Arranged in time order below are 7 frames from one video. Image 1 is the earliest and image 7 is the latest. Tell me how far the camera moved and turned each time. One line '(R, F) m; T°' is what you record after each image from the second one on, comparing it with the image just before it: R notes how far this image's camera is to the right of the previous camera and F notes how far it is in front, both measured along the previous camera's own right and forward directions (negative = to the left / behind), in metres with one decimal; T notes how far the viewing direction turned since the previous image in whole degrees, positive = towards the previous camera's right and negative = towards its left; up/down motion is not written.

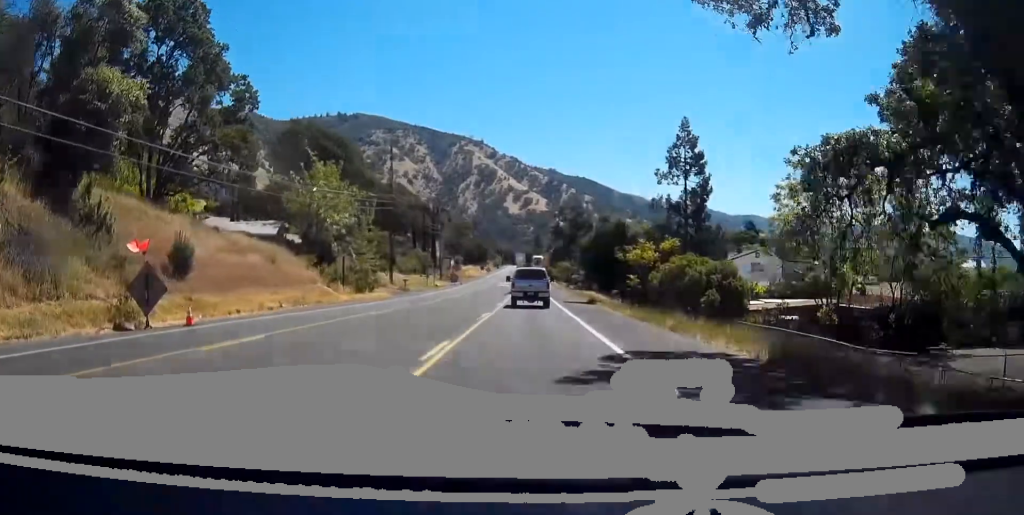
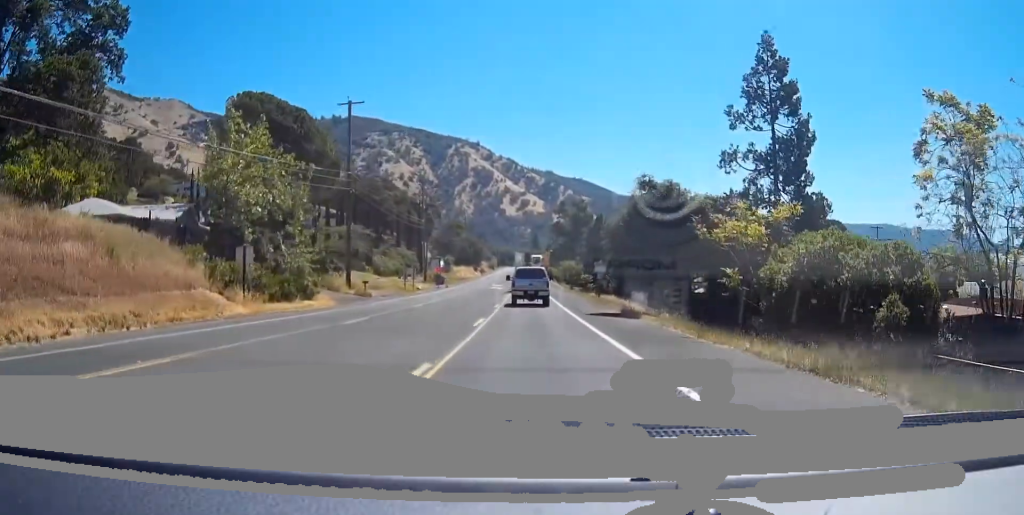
(+0.1, +19.1) m; 0°
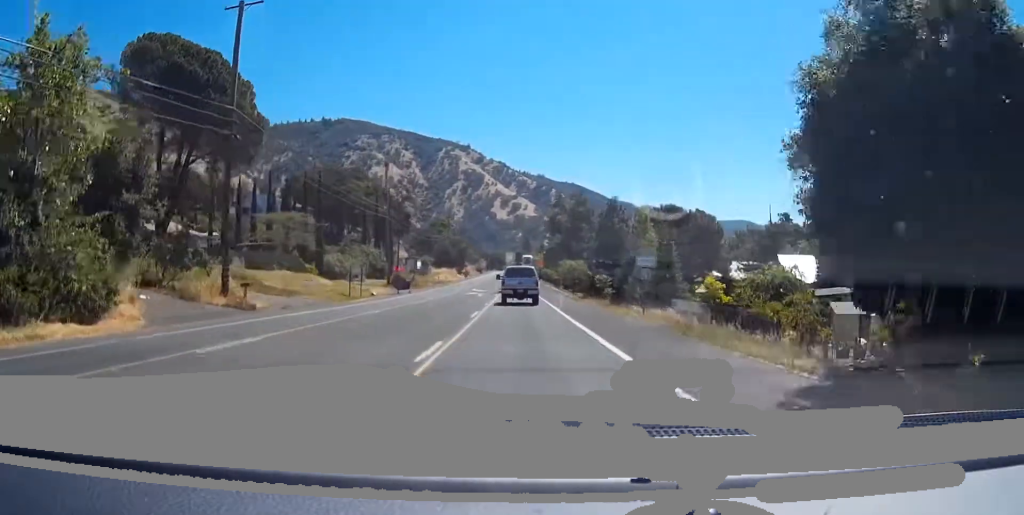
(0.0, +25.0) m; 0°
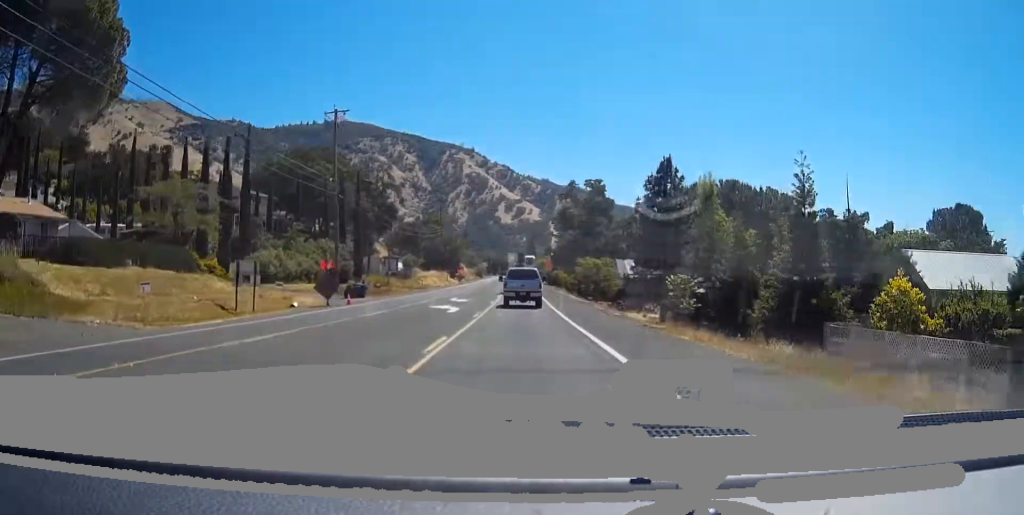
(+0.1, +27.7) m; 0°
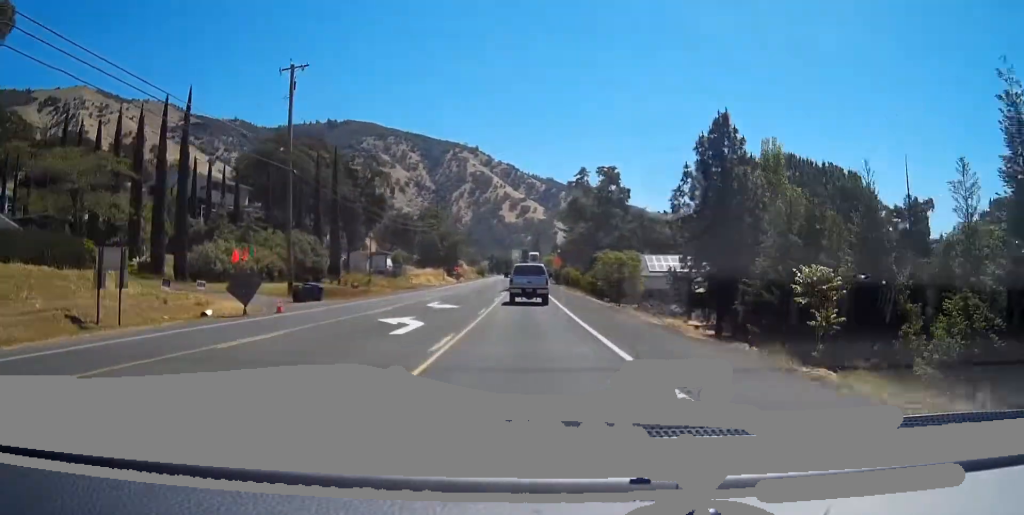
(0.0, +14.4) m; 0°
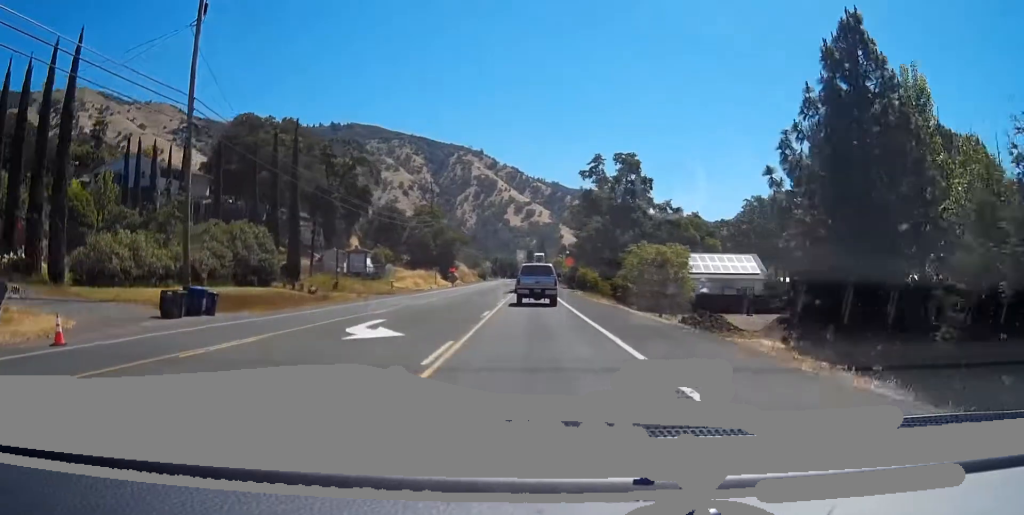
(+0.1, +17.1) m; 0°
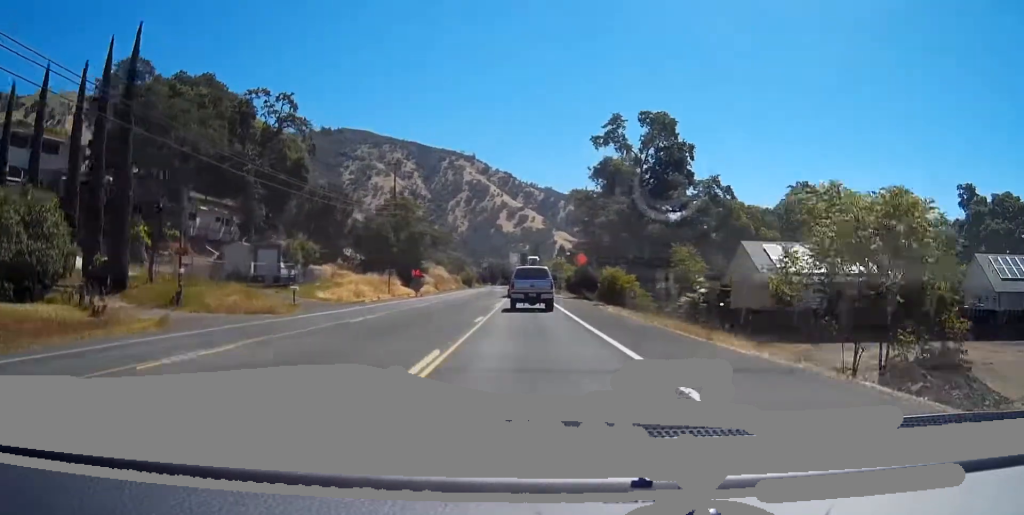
(+0.1, +30.4) m; 0°
